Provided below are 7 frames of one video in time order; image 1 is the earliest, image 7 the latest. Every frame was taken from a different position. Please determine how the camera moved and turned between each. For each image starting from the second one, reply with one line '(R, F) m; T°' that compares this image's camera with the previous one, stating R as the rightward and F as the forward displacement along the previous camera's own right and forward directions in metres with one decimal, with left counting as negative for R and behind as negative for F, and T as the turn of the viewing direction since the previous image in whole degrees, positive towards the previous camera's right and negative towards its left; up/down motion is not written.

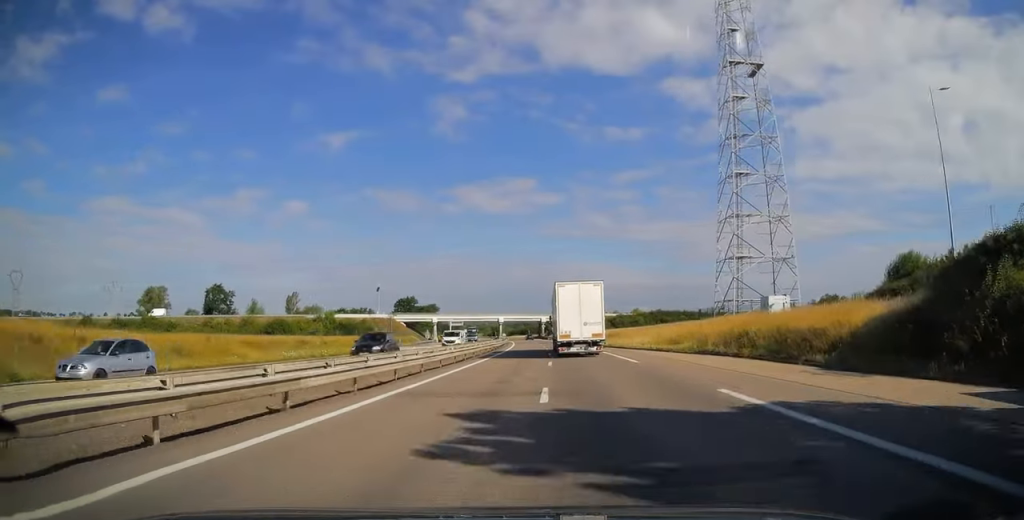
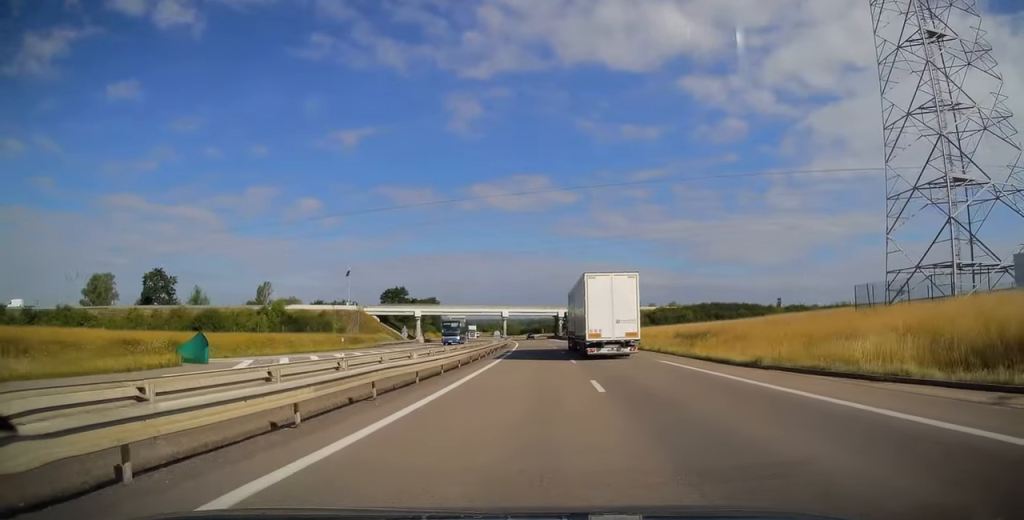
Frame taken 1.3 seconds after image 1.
(-0.4, +38.2) m; -2°
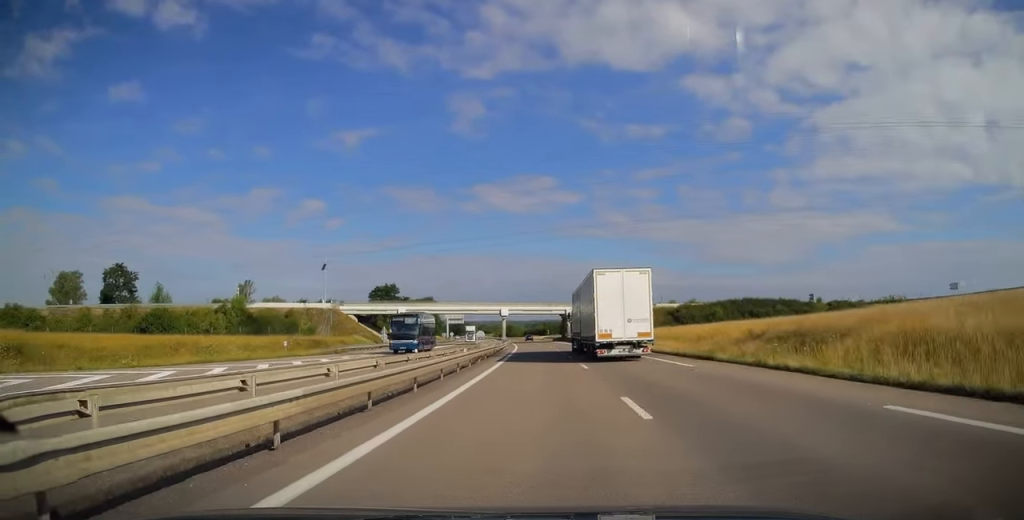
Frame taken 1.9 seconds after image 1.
(-0.2, +17.6) m; 0°
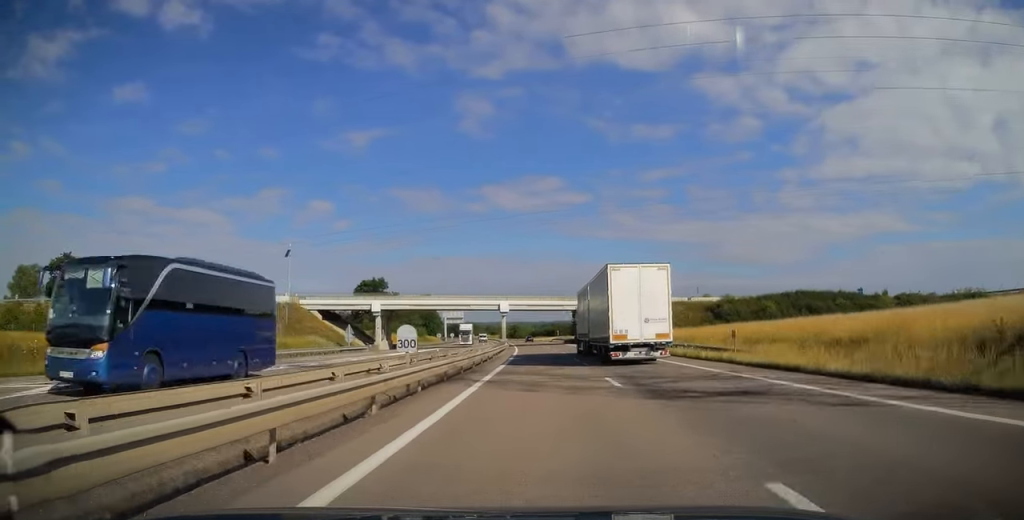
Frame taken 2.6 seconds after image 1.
(-0.1, +20.6) m; 0°
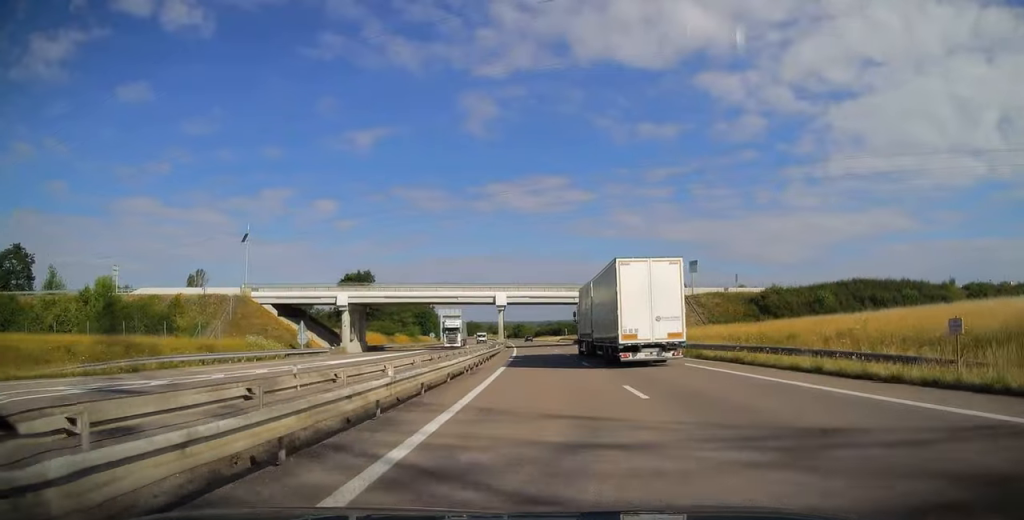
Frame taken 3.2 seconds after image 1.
(+0.2, +16.2) m; -1°
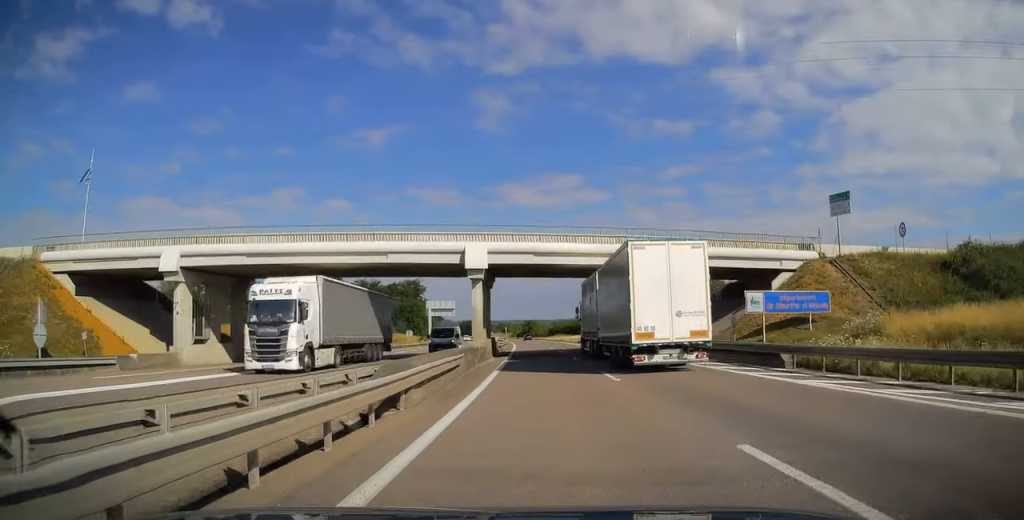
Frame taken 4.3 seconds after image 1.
(-0.8, +34.7) m; -2°
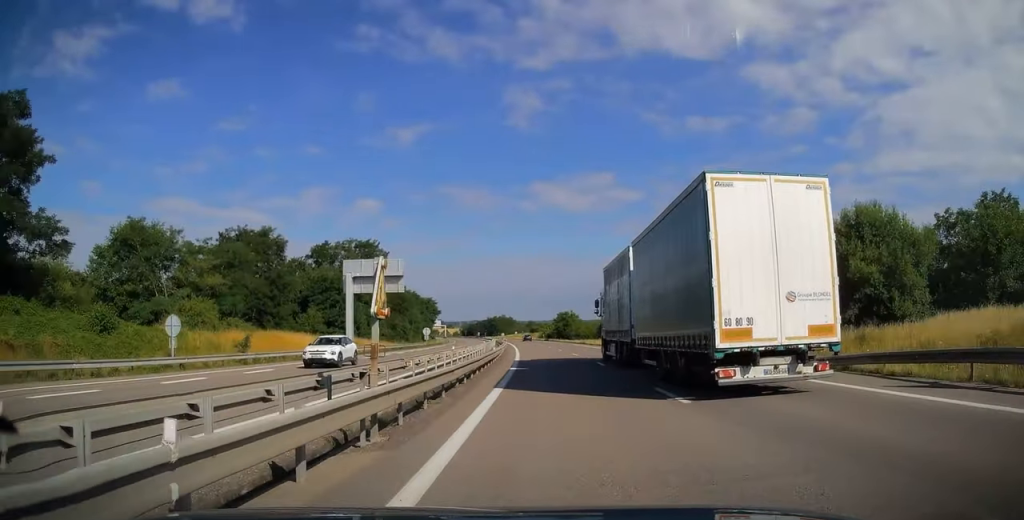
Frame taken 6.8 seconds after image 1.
(-2.0, +71.6) m; -3°
